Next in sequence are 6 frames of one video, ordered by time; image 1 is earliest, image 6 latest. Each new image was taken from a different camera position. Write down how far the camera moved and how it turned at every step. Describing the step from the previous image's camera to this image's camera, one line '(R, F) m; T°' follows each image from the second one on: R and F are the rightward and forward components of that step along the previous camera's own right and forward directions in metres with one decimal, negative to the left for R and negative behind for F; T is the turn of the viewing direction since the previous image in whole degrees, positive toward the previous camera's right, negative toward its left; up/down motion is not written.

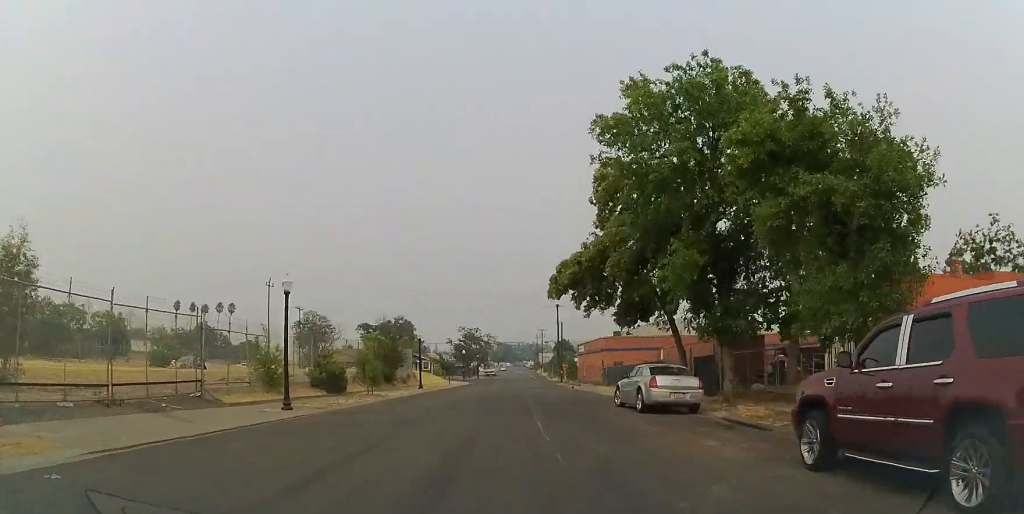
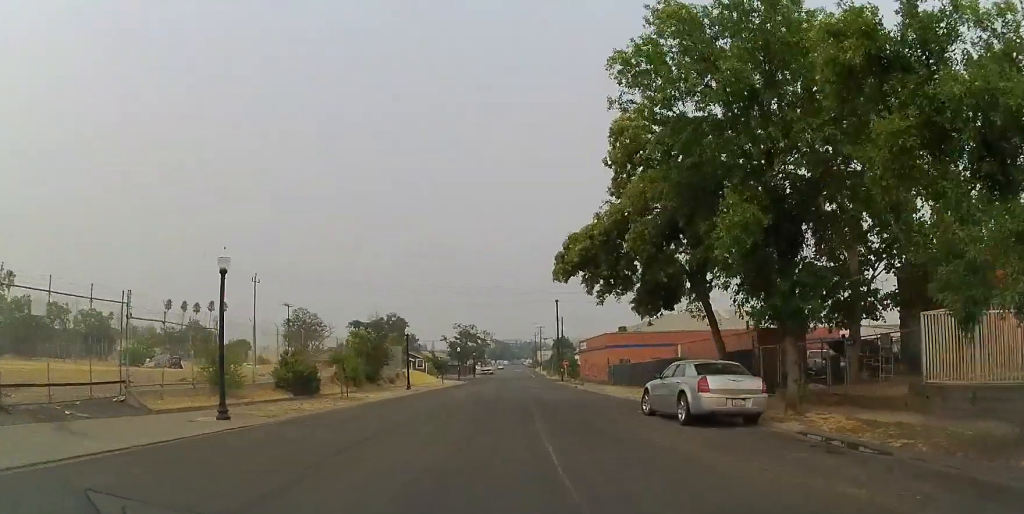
(-0.1, +4.5) m; +2°
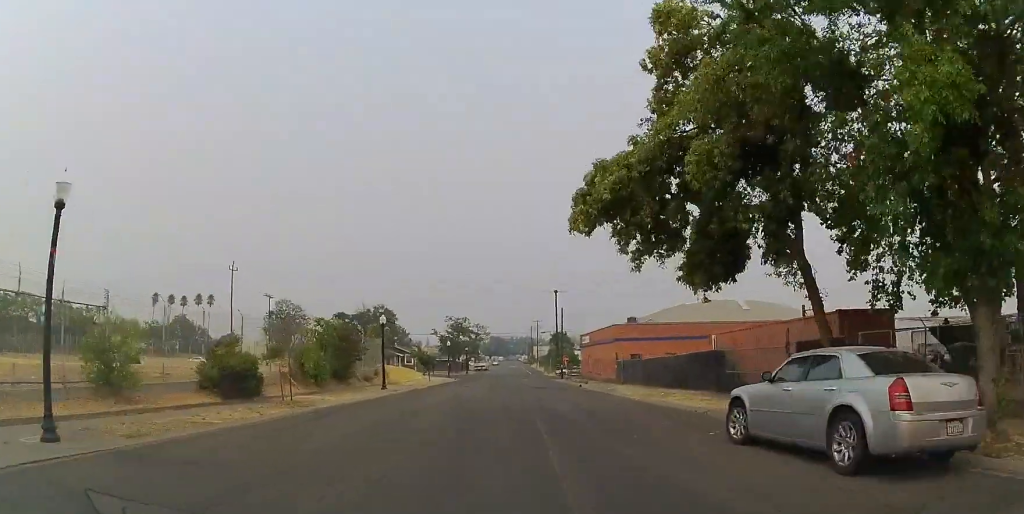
(+0.4, +6.7) m; 0°
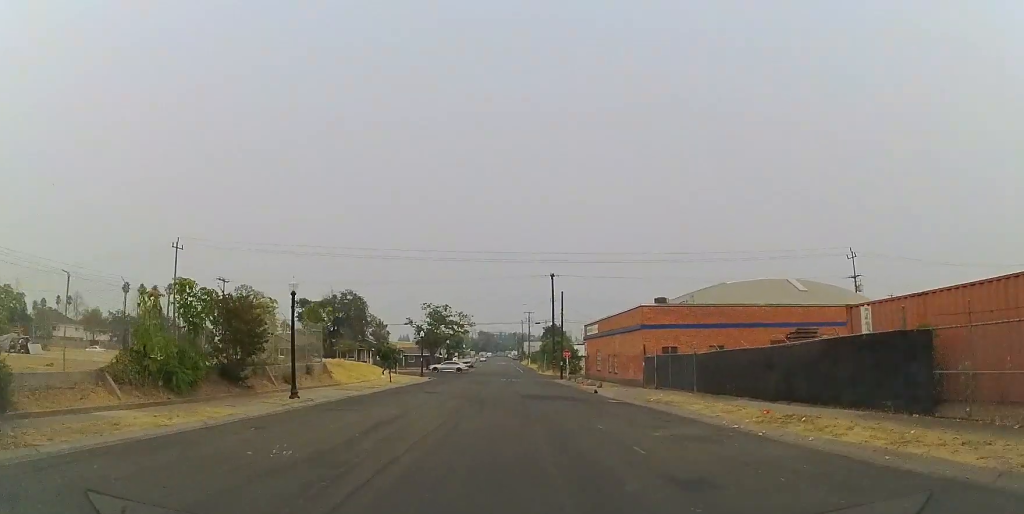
(-0.7, +13.5) m; -4°
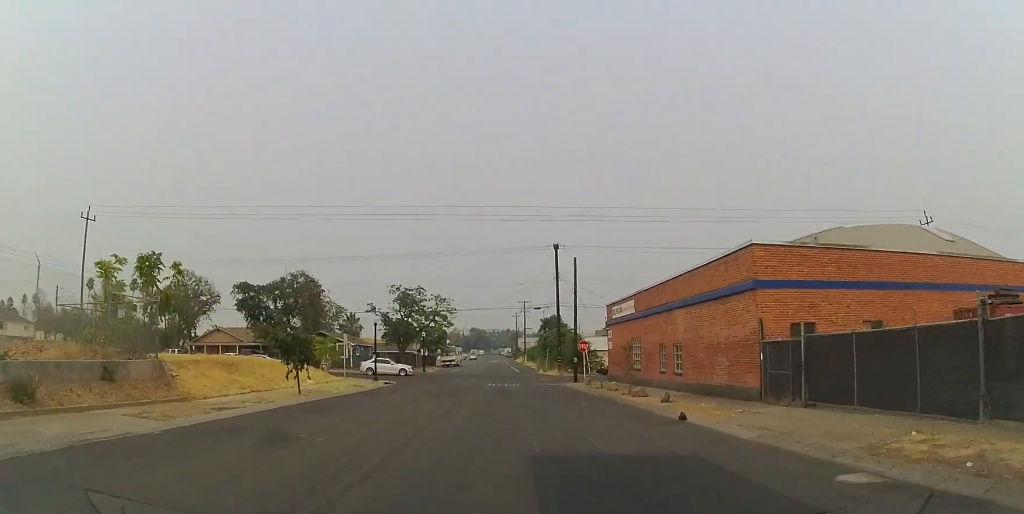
(0.0, +17.3) m; +3°
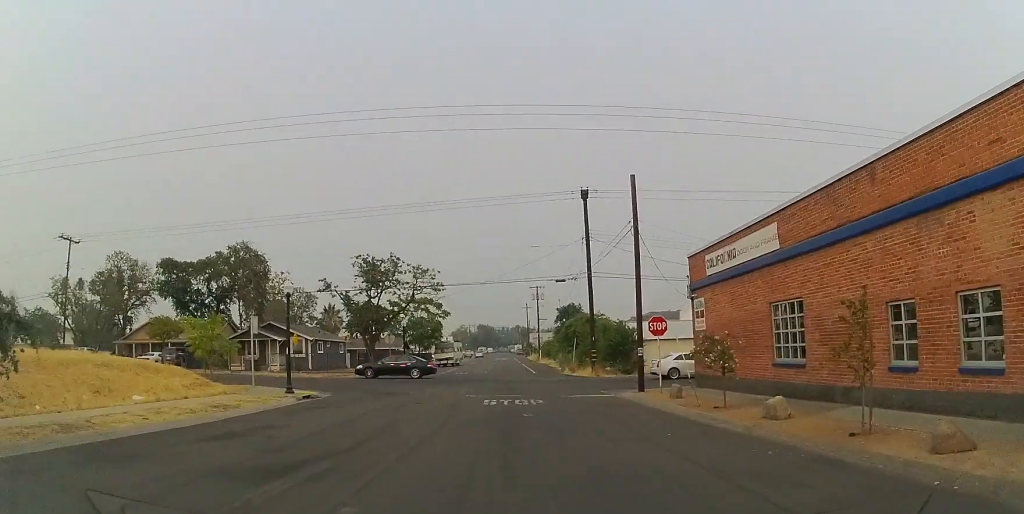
(+0.3, +17.8) m; -2°
